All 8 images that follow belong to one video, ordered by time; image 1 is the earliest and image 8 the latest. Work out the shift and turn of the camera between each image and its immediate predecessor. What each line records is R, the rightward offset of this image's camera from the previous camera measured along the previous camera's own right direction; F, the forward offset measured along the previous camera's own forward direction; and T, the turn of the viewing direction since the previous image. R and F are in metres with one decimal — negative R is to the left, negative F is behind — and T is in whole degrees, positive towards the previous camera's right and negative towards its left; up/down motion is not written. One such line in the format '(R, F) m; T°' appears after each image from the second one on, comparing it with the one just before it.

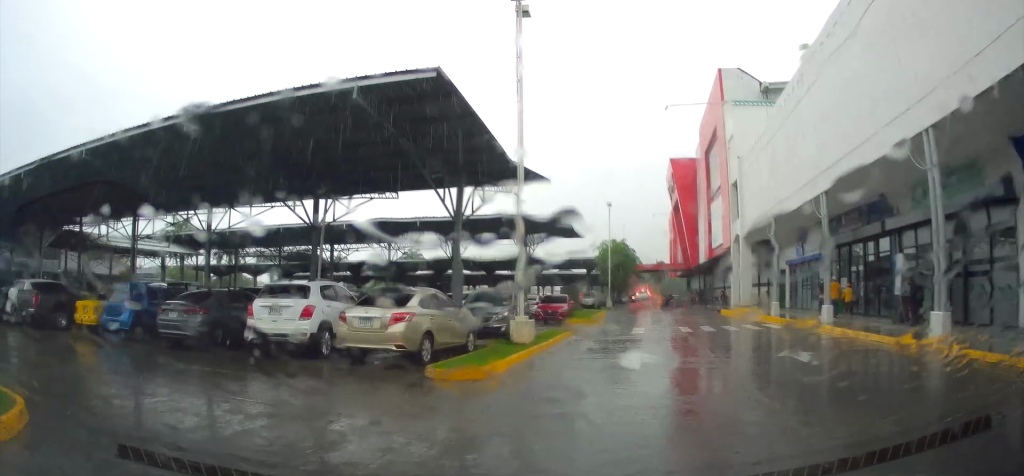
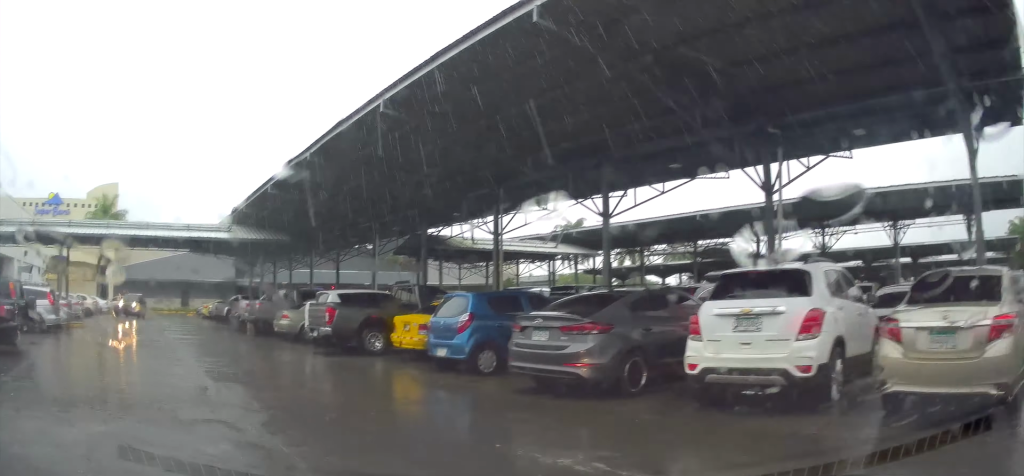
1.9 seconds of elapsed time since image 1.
(-1.6, +6.1) m; -22°
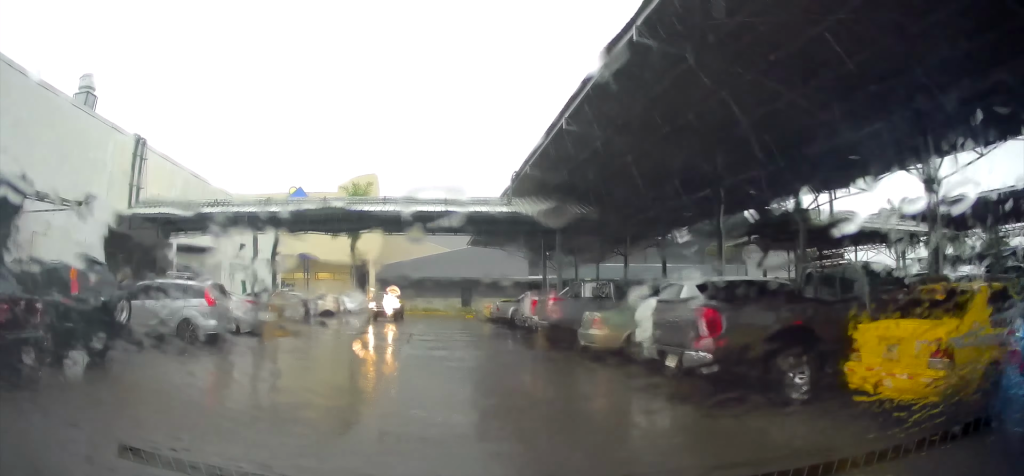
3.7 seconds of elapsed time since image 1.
(-1.2, +8.2) m; -7°
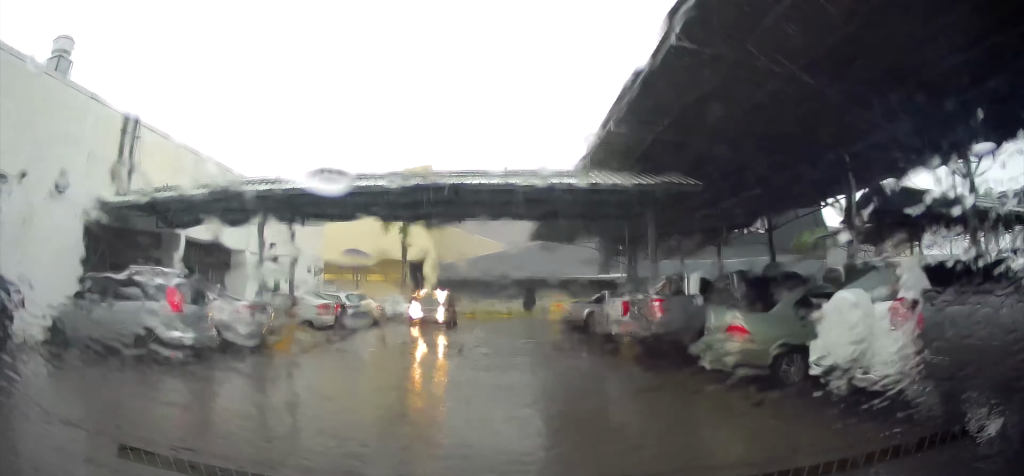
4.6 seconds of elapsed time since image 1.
(-0.4, +4.7) m; +1°
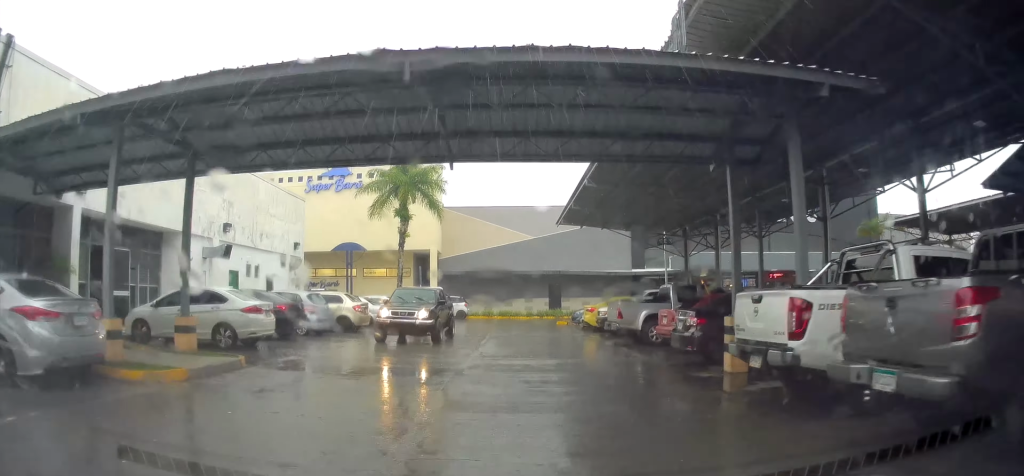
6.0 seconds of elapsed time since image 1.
(+0.6, +7.0) m; +4°
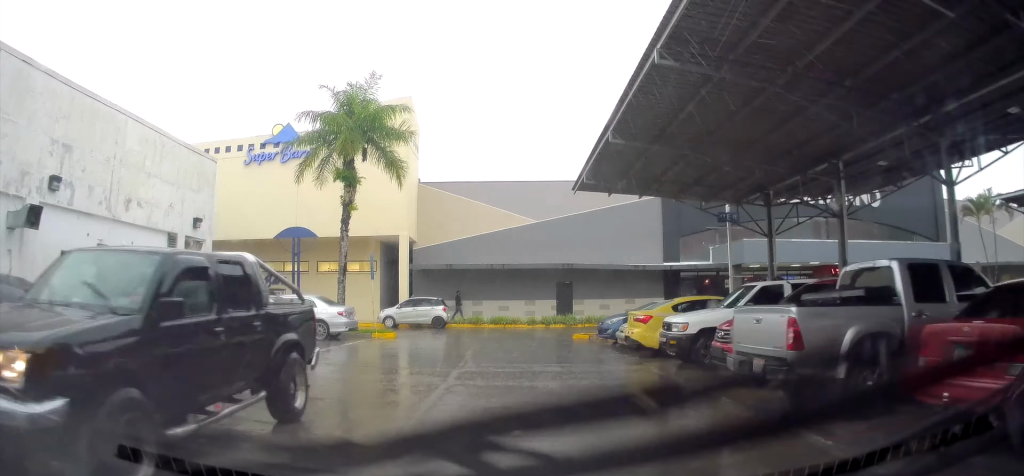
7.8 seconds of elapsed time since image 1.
(+0.4, +8.6) m; +11°
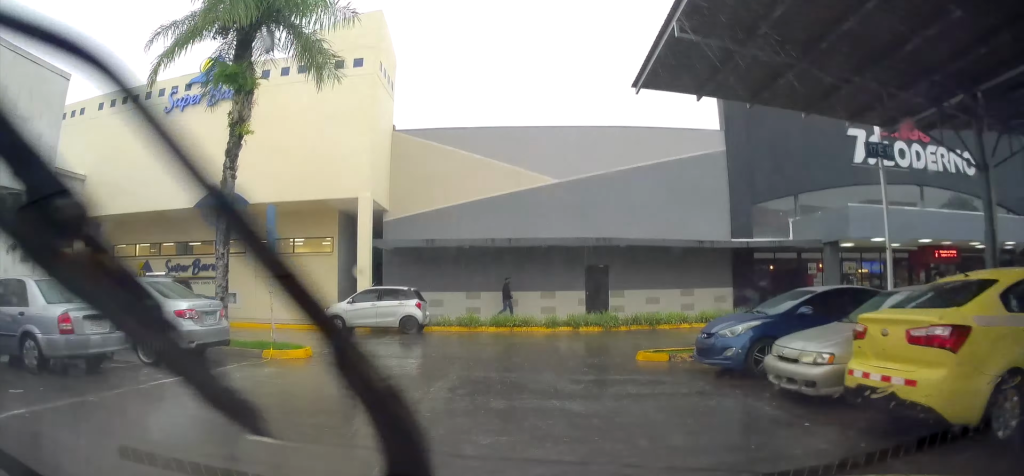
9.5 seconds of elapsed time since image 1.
(+1.0, +8.5) m; +19°
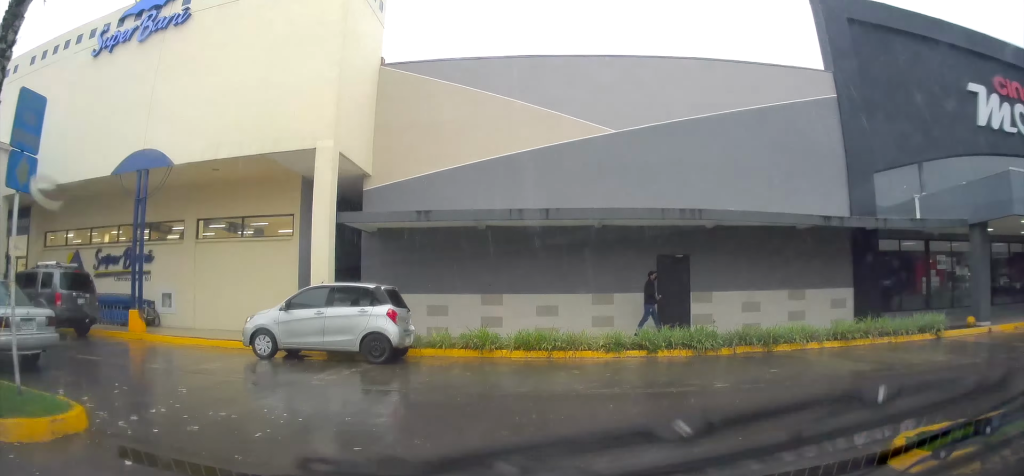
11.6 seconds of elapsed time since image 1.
(+3.0, +11.4) m; +24°
